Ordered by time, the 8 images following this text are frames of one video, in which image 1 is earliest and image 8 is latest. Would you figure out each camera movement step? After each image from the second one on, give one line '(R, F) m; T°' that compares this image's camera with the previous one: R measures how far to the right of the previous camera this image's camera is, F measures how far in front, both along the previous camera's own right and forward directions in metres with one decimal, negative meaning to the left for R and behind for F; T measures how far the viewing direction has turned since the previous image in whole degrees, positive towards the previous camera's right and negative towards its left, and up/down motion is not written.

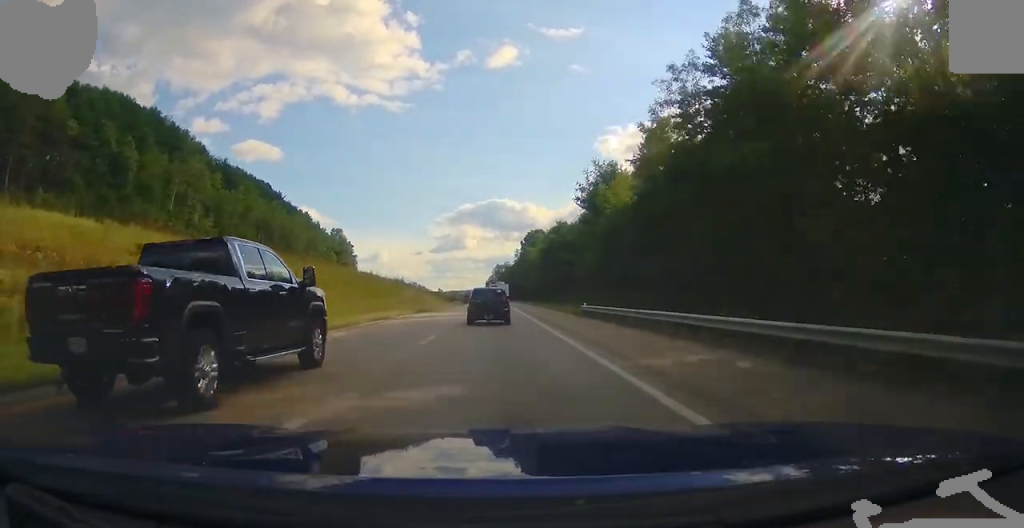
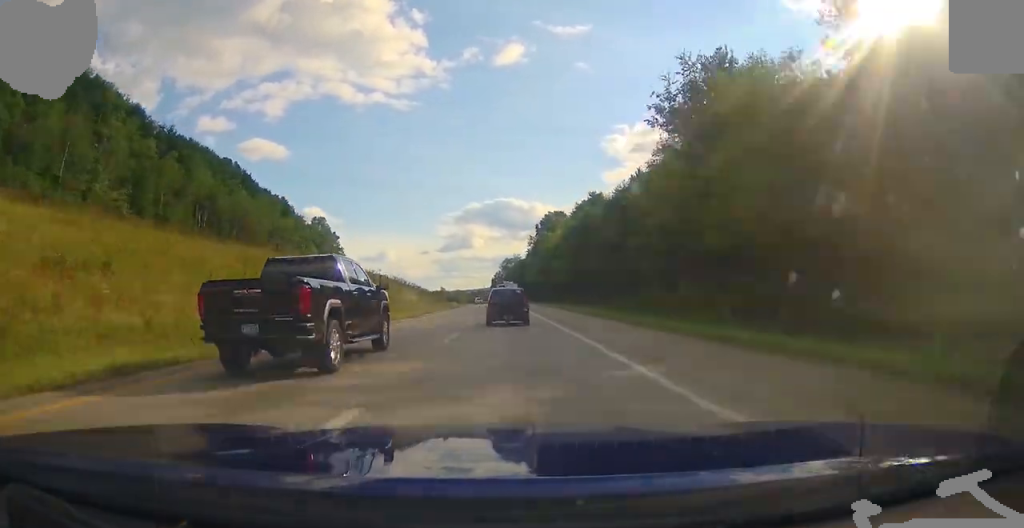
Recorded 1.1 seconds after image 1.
(0.0, +35.7) m; -1°
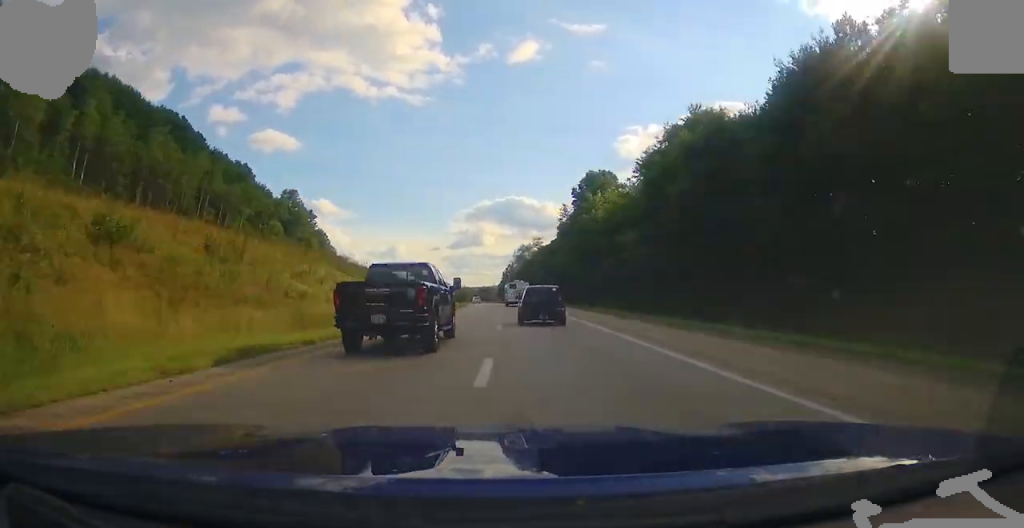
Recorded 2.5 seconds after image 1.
(-0.8, +43.4) m; -2°
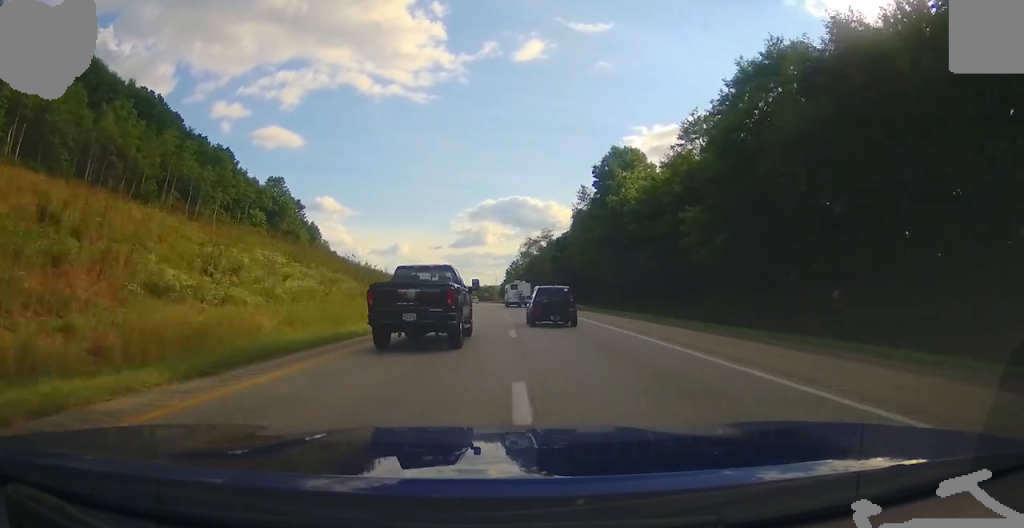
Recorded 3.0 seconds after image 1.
(-0.1, +14.9) m; 0°
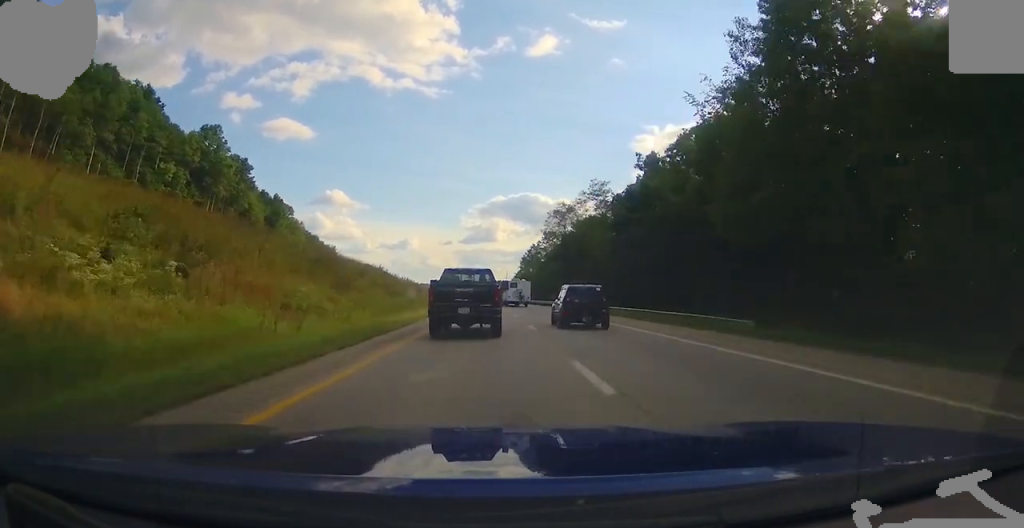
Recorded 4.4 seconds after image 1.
(-0.1, +46.3) m; 0°
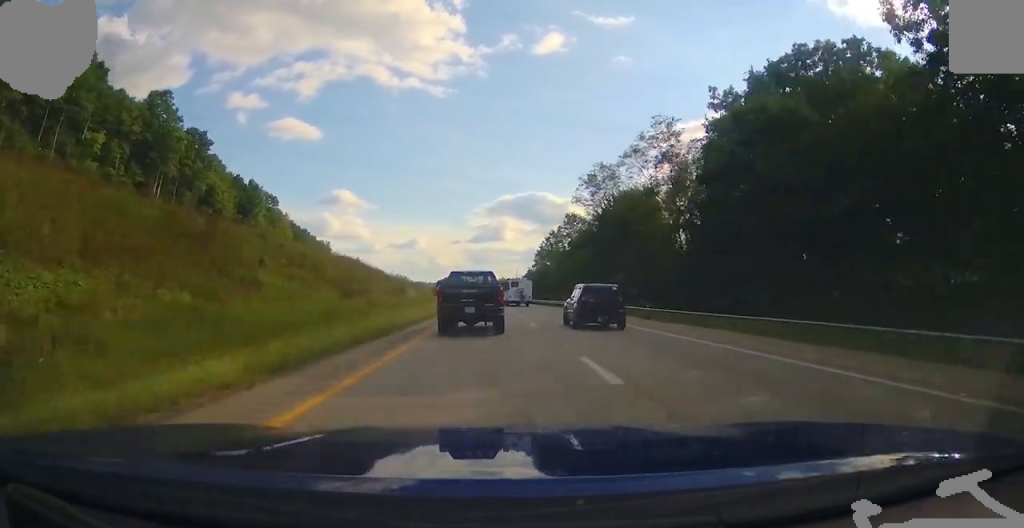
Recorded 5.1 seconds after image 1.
(0.0, +24.1) m; 0°
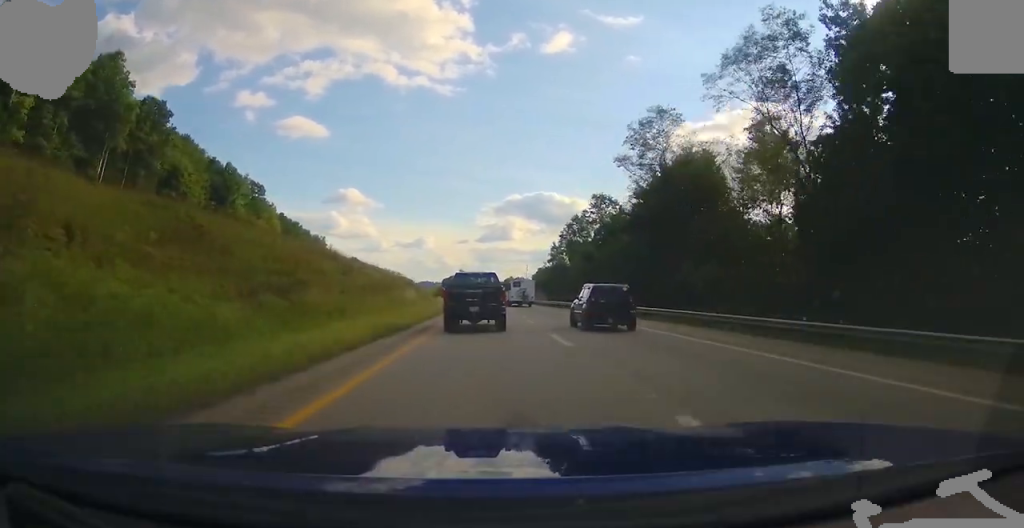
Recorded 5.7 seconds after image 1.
(0.0, +18.7) m; 0°
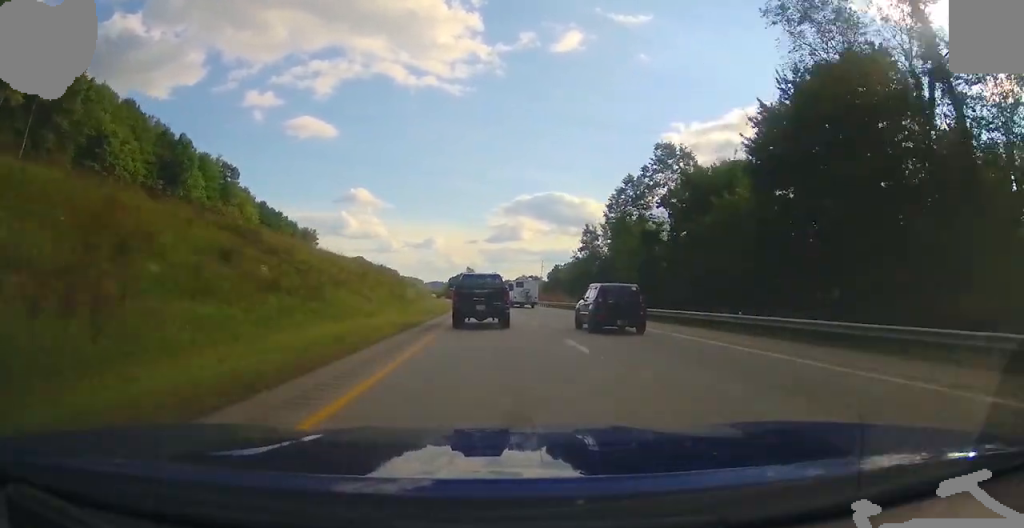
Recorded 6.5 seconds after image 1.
(-0.1, +26.4) m; -1°
